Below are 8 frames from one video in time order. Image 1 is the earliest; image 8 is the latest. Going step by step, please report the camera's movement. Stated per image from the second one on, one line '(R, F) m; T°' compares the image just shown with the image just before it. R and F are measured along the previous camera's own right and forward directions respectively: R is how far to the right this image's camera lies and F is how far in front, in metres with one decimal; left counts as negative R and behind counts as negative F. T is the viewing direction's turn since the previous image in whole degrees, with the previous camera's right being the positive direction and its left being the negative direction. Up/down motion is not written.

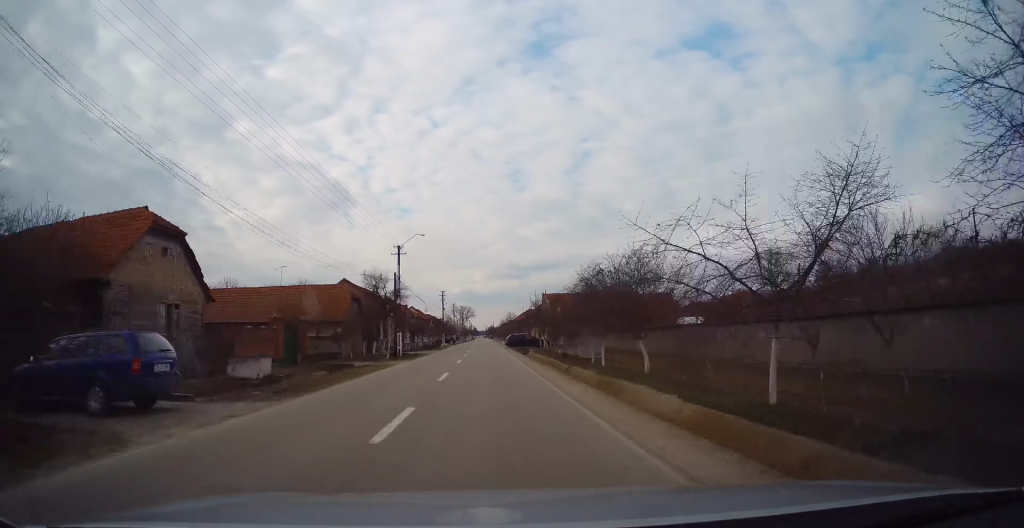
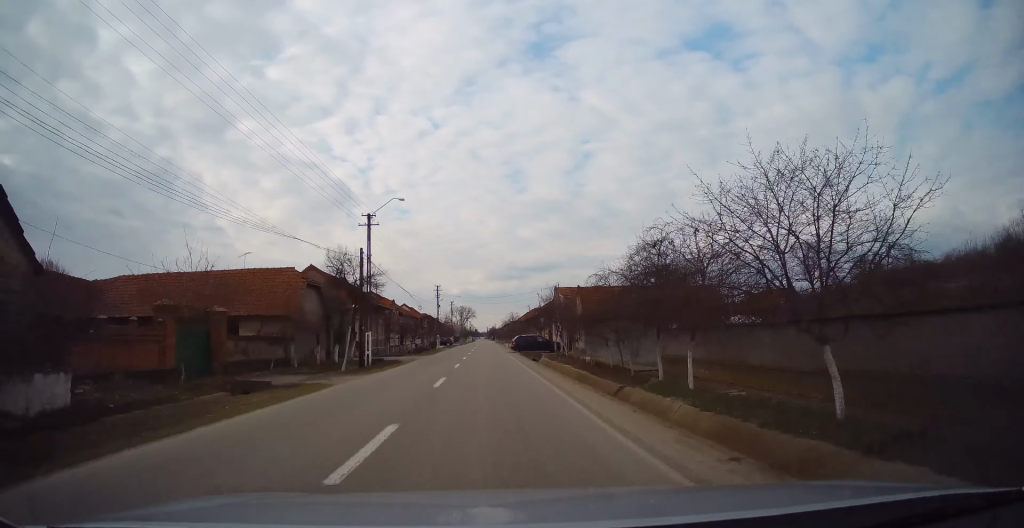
(-0.1, +10.6) m; 0°
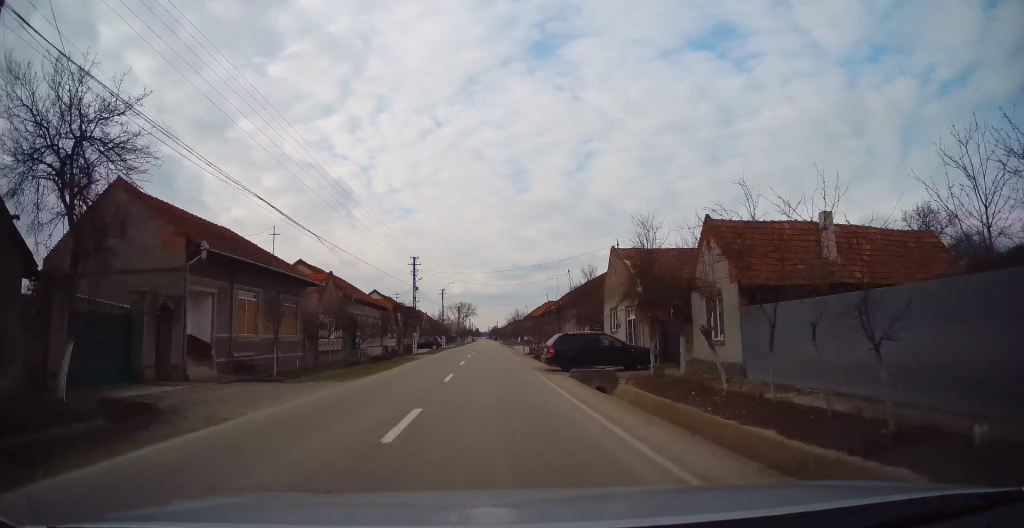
(+0.2, +24.6) m; 0°
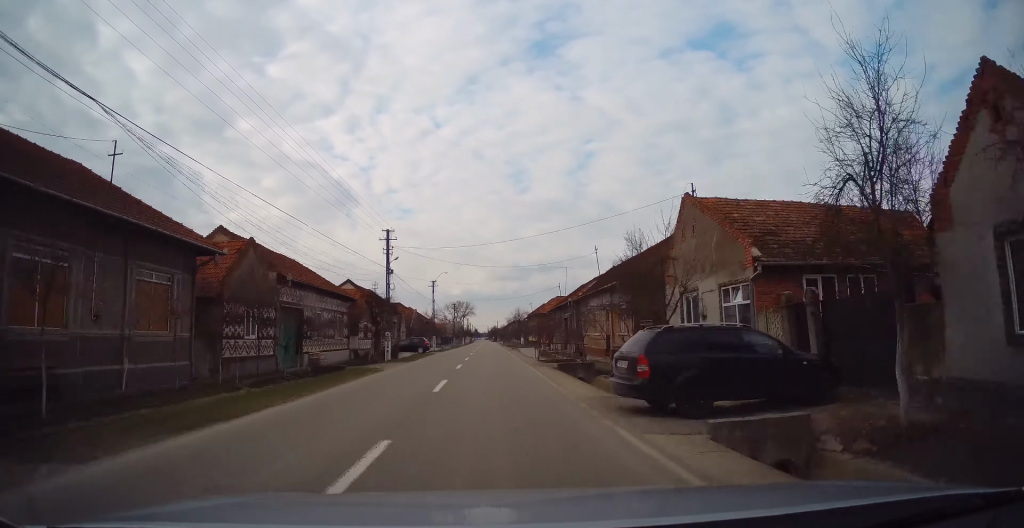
(-0.1, +11.8) m; 0°
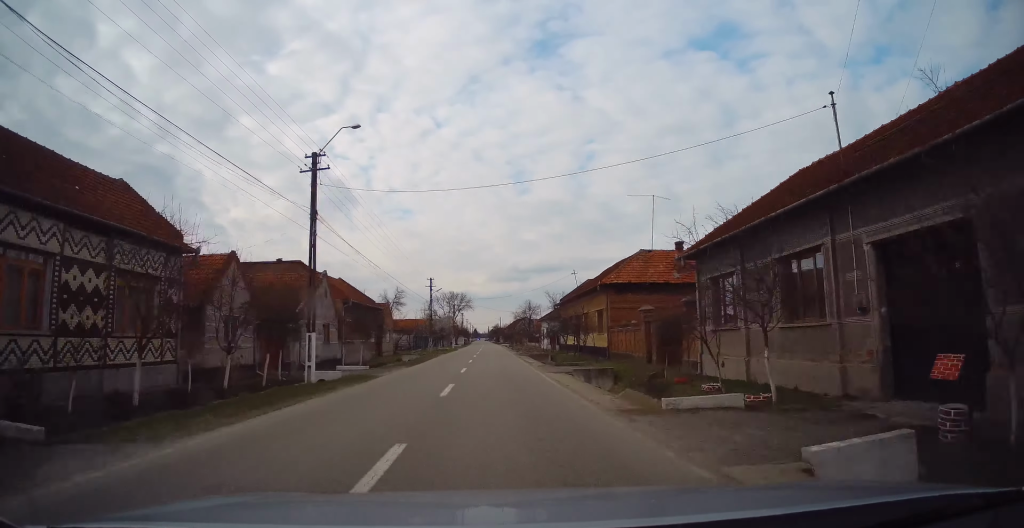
(-0.2, +43.7) m; 0°
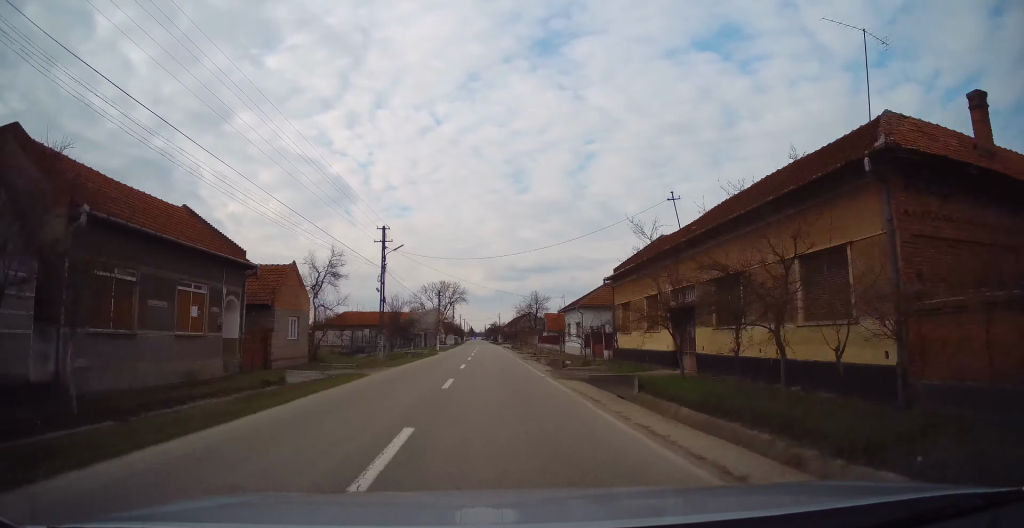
(+0.5, +25.5) m; 0°
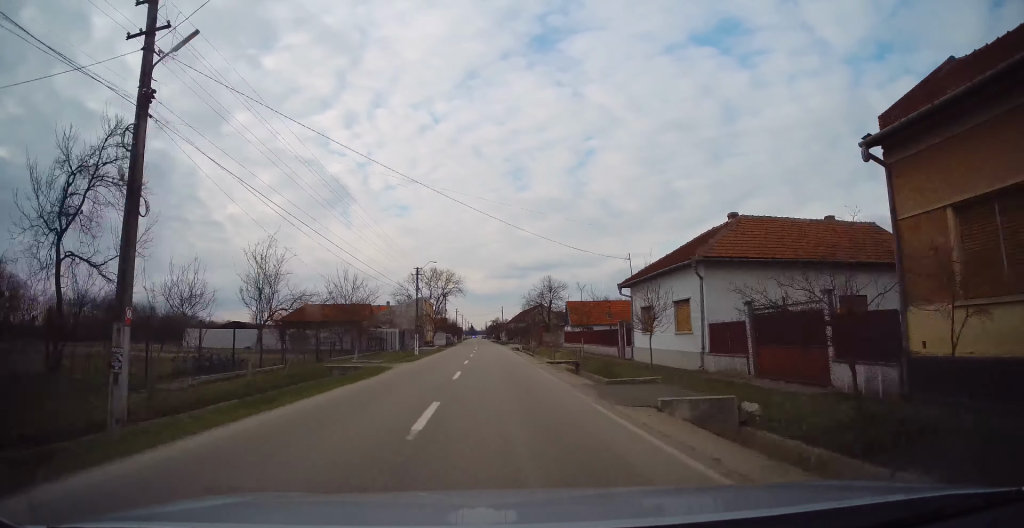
(-0.5, +23.1) m; -1°
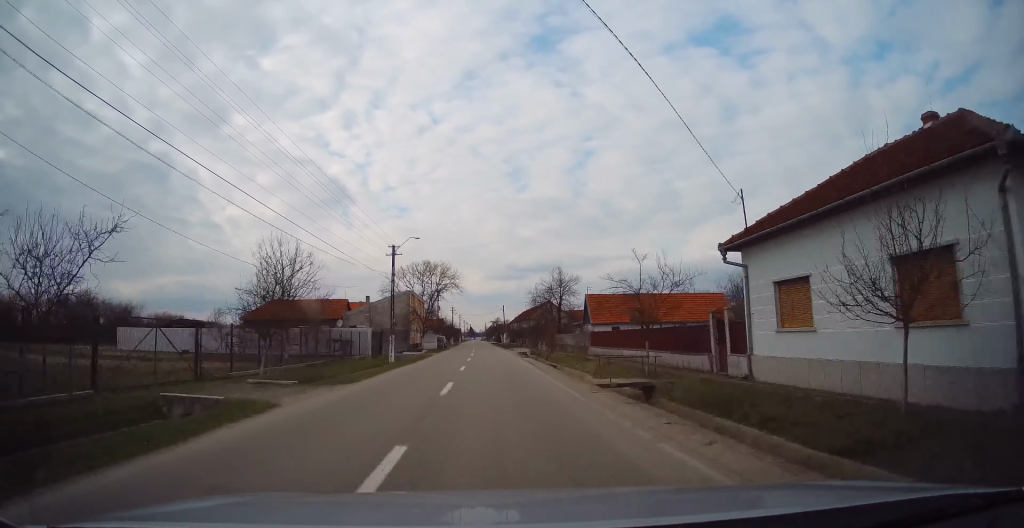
(+0.1, +12.8) m; 0°
